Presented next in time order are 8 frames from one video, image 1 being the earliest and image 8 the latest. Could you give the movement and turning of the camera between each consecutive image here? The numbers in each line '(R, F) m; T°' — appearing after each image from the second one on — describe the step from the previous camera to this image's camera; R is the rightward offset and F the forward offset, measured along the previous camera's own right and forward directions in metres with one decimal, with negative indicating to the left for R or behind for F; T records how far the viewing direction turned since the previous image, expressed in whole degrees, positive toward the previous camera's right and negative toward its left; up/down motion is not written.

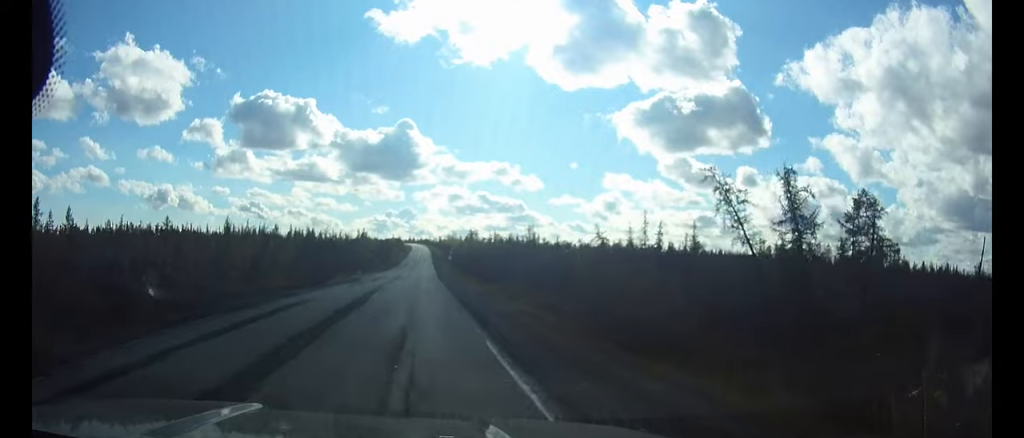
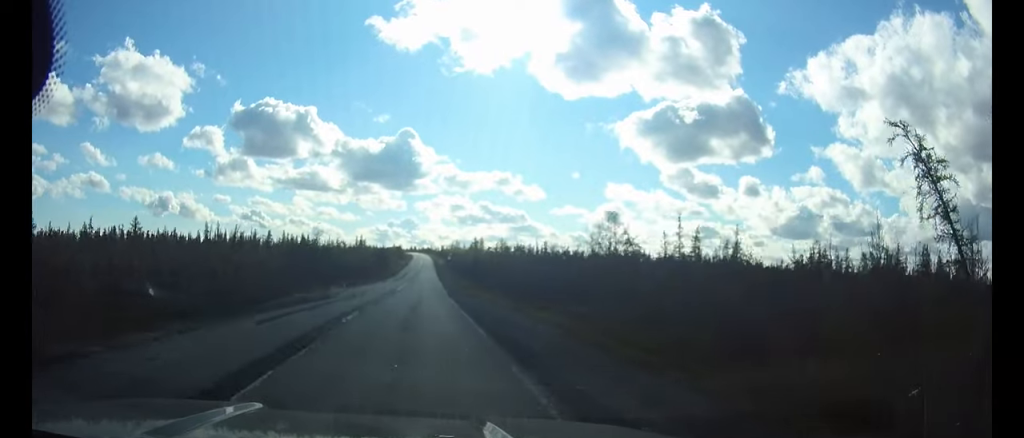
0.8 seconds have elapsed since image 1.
(0.0, +17.7) m; 0°
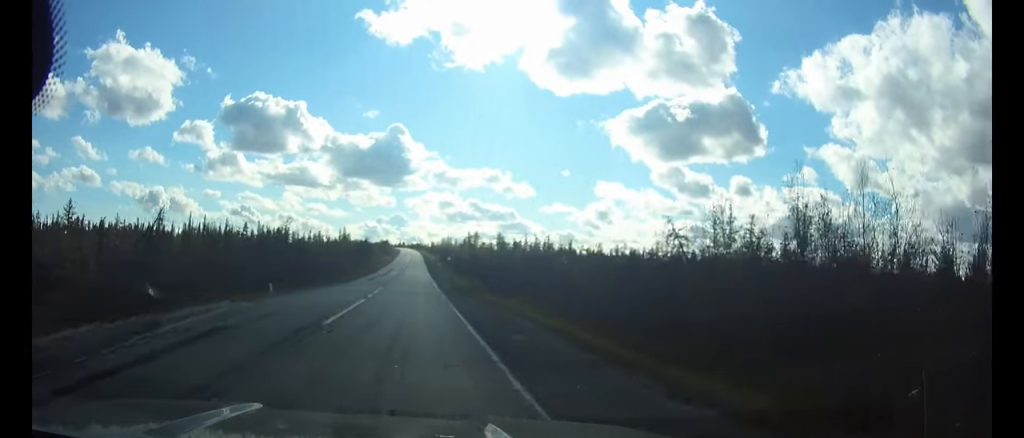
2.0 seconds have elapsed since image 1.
(+0.1, +25.8) m; 0°
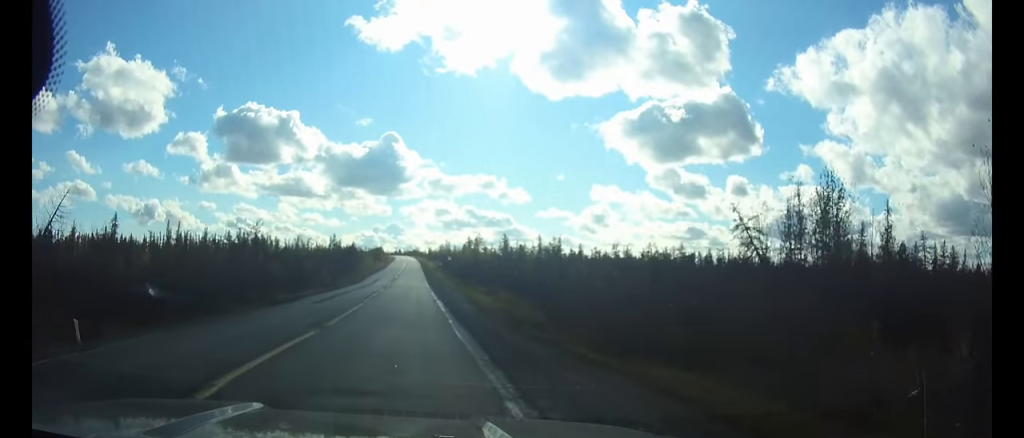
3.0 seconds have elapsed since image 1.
(0.0, +21.4) m; 0°
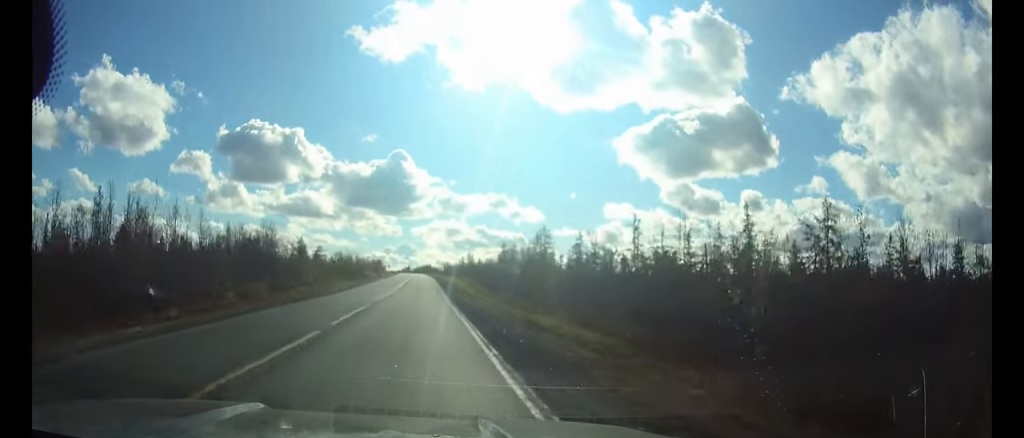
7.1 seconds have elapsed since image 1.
(-0.7, +84.4) m; -1°
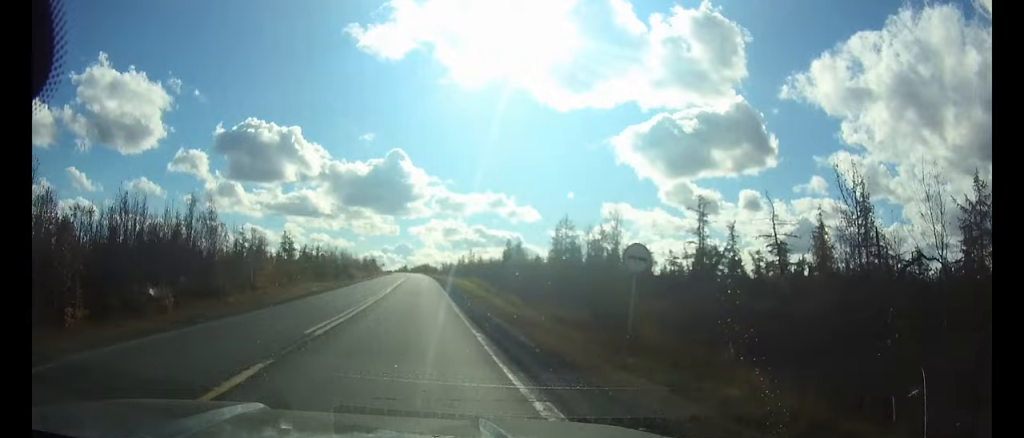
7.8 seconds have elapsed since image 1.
(0.0, +16.2) m; 0°
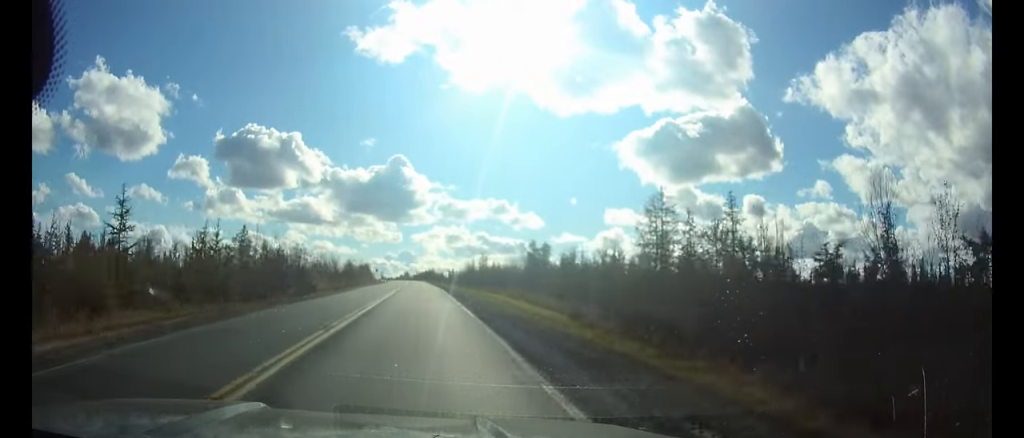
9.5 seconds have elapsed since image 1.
(0.0, +33.6) m; 0°
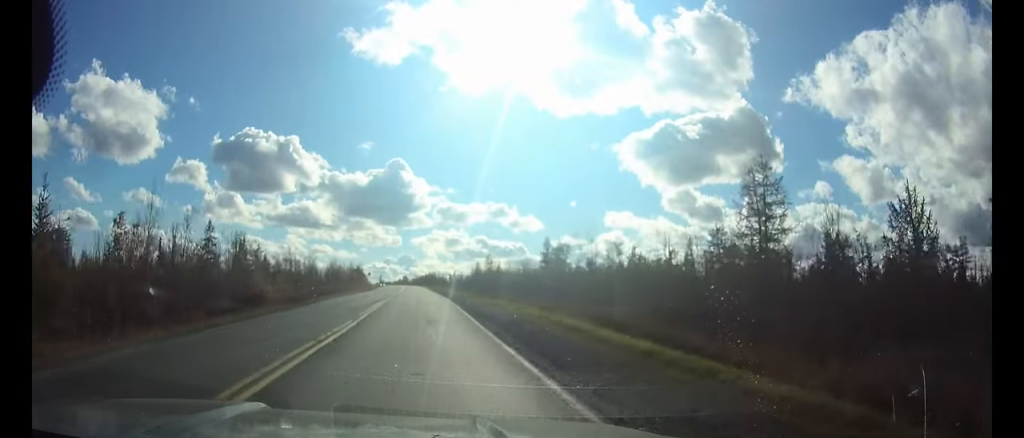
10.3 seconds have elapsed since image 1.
(0.0, +18.2) m; 0°
